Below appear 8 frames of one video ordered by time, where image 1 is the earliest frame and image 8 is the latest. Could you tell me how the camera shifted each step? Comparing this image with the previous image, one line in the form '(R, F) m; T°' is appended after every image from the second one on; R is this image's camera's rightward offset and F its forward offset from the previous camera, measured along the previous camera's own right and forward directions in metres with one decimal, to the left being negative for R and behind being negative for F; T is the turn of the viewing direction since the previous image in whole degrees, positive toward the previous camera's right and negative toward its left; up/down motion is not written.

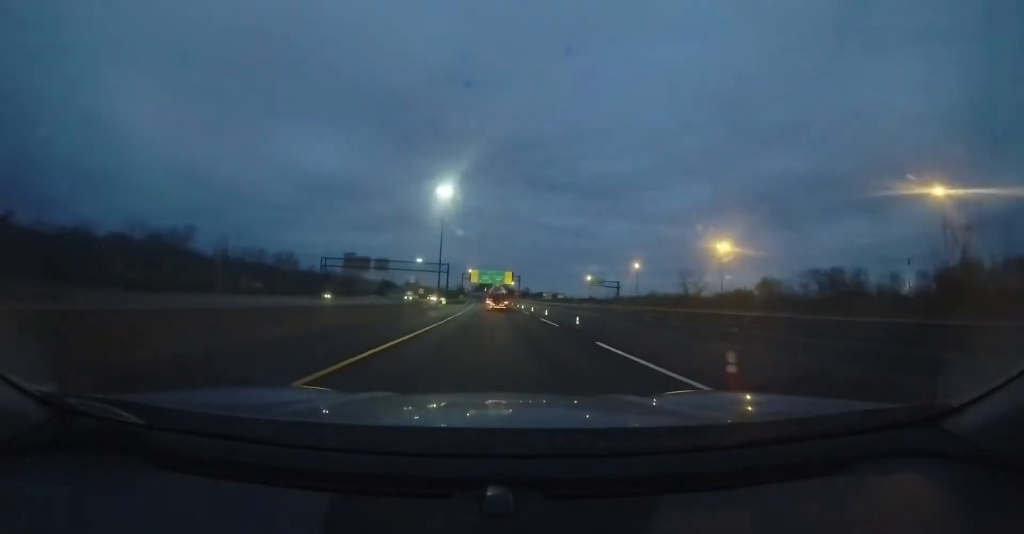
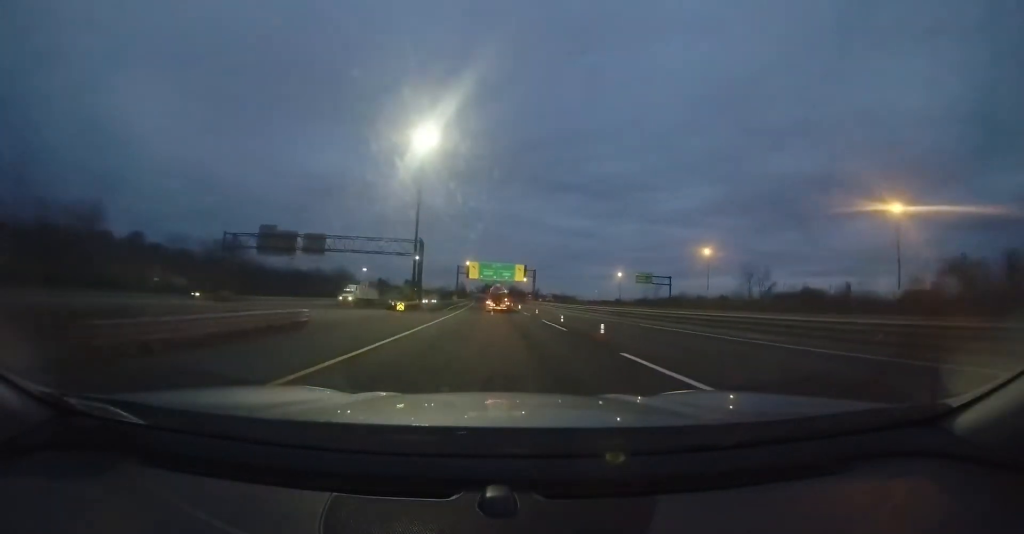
(-0.2, +32.2) m; 0°
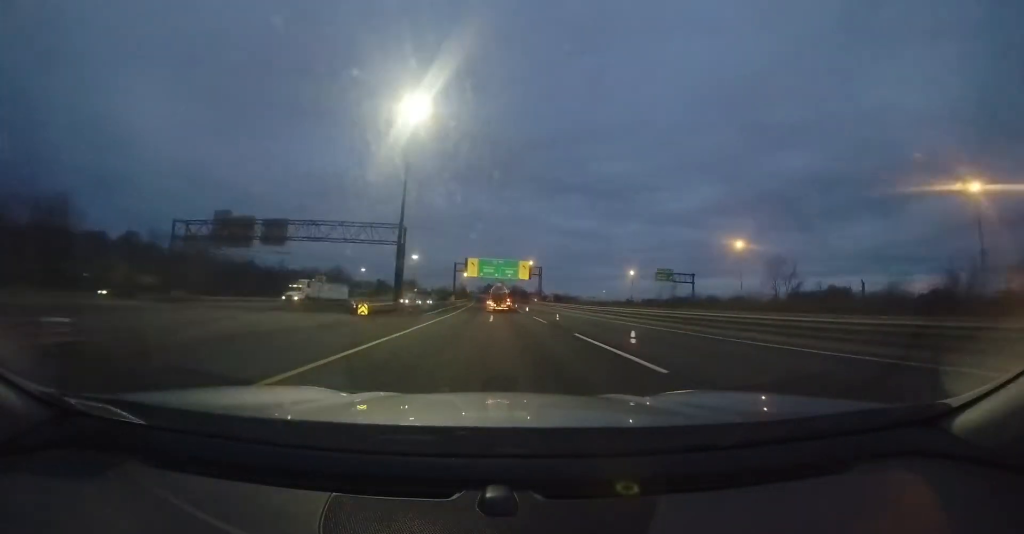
(0.0, +9.8) m; 0°
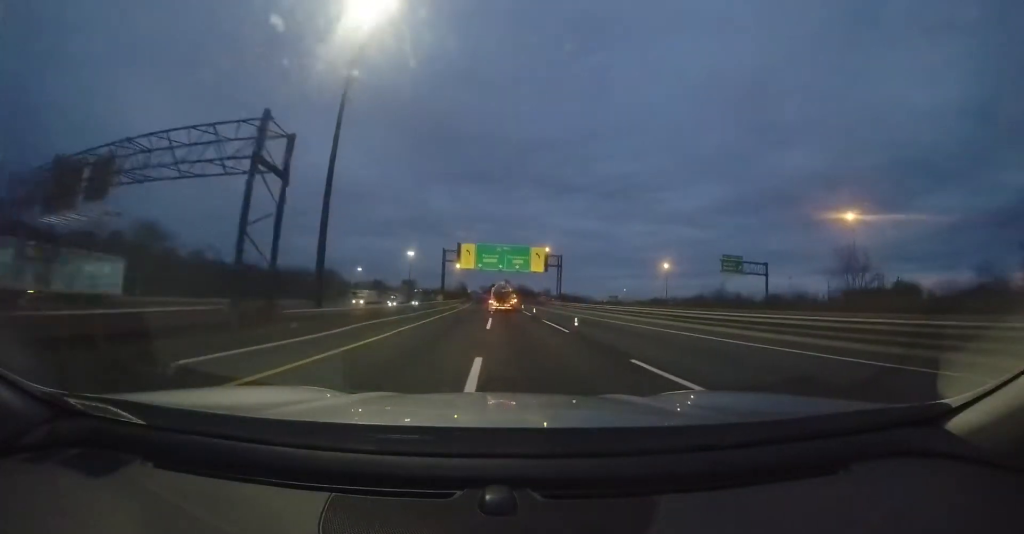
(0.0, +21.9) m; -1°
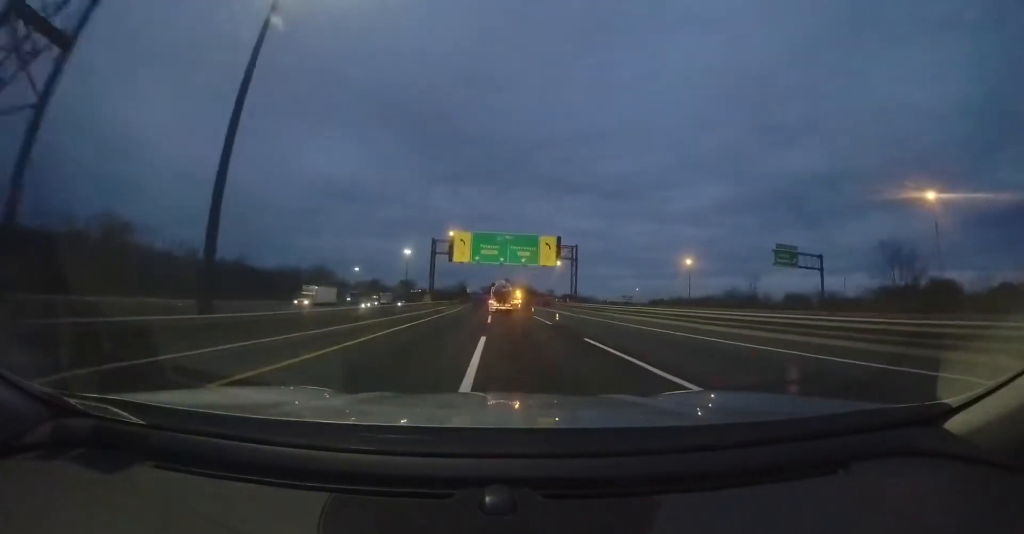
(-0.2, +11.2) m; -1°
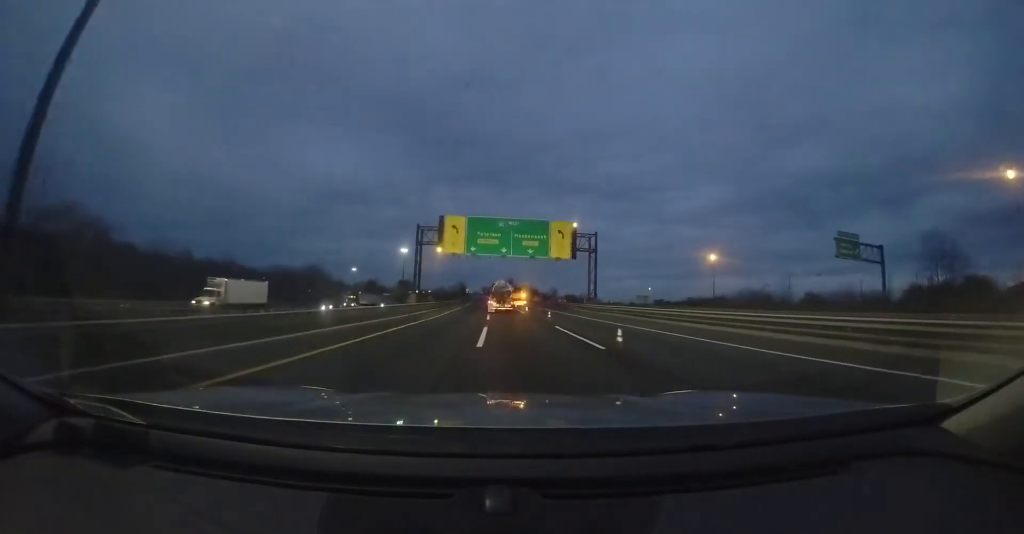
(-0.2, +9.7) m; -1°
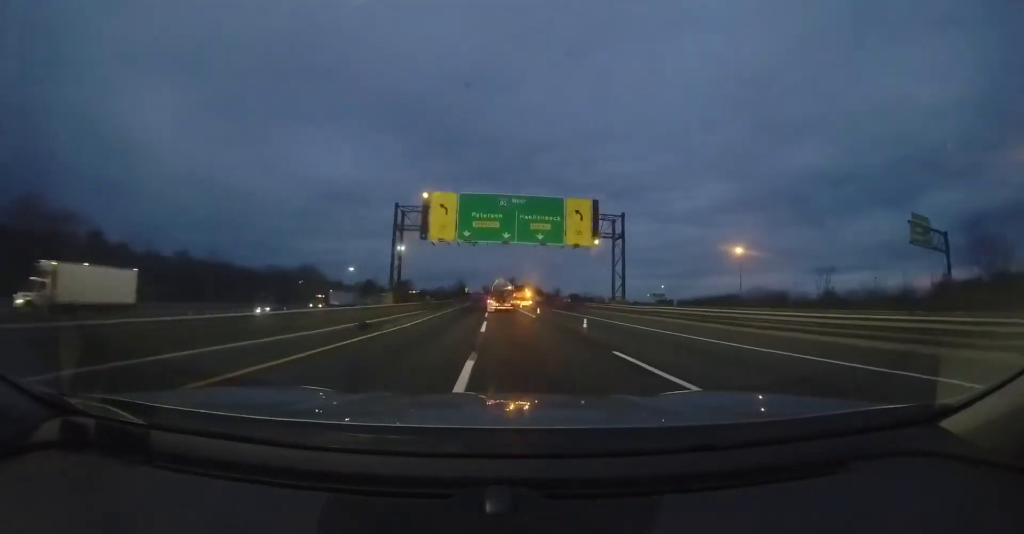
(0.0, +8.8) m; -1°
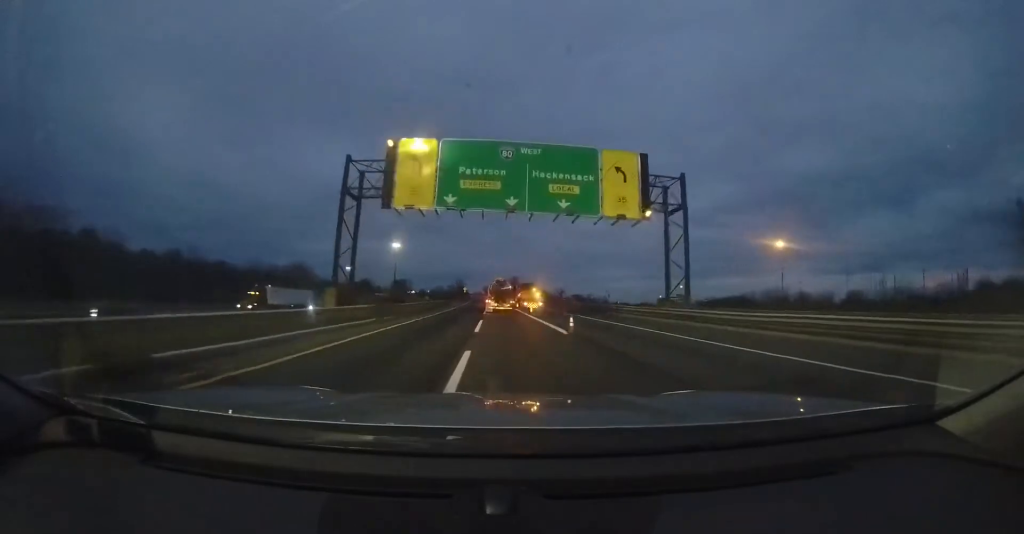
(+0.1, +10.9) m; -1°
